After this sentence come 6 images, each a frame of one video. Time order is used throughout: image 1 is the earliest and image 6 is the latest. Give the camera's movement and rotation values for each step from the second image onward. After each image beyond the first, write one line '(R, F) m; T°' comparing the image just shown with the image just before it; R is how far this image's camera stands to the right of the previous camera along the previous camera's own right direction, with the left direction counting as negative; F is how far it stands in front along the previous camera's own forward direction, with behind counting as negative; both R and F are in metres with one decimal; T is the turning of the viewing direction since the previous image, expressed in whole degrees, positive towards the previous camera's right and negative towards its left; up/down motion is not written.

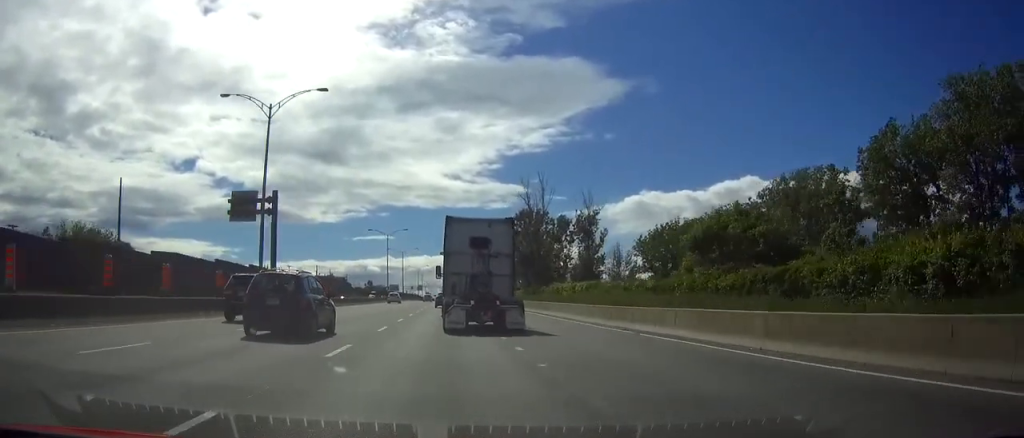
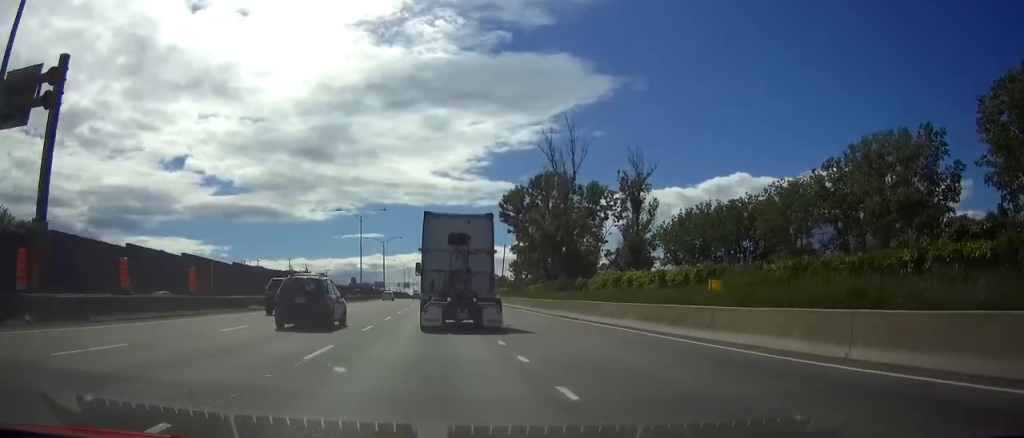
(+0.3, +27.6) m; +1°
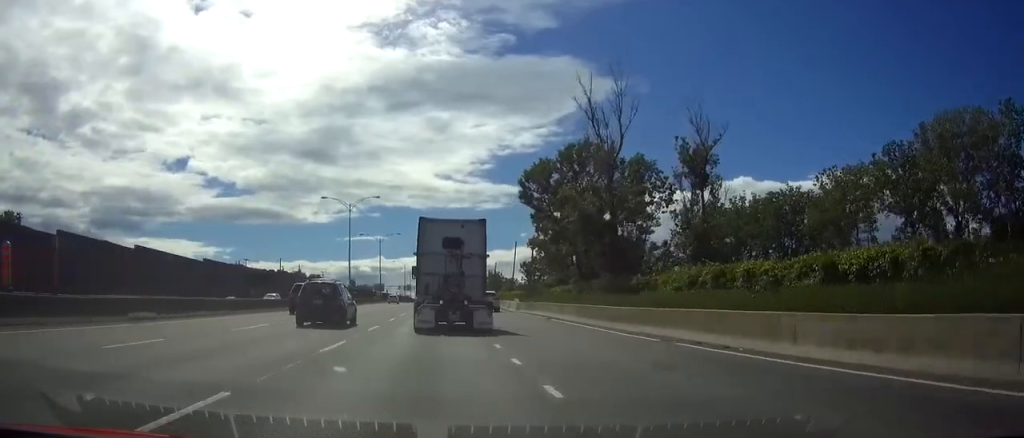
(+0.1, +16.3) m; 0°
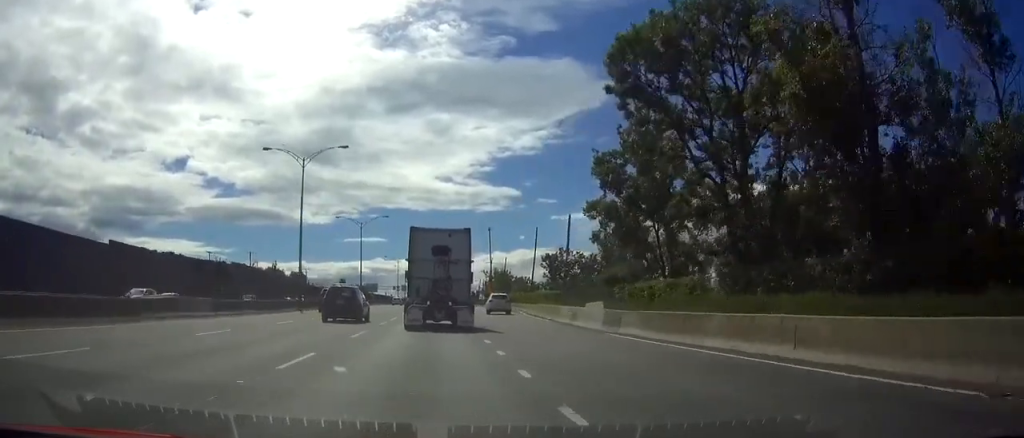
(0.0, +30.4) m; 0°
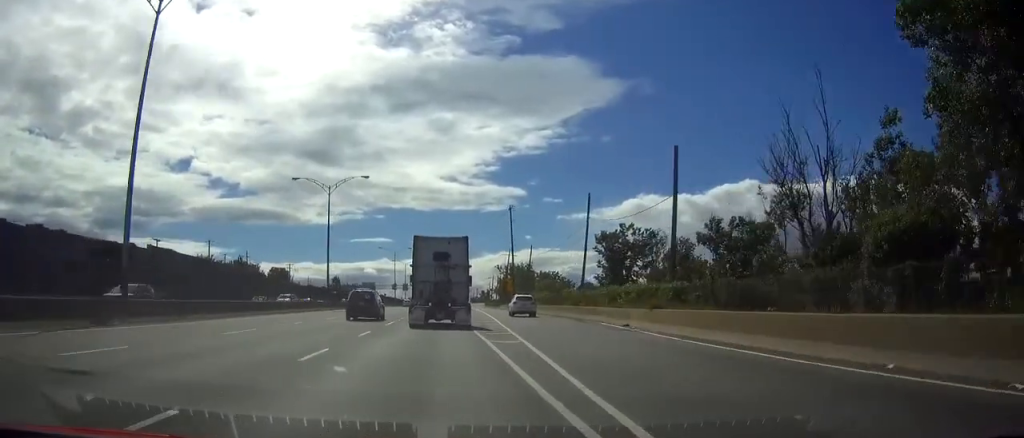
(0.0, +33.6) m; 0°
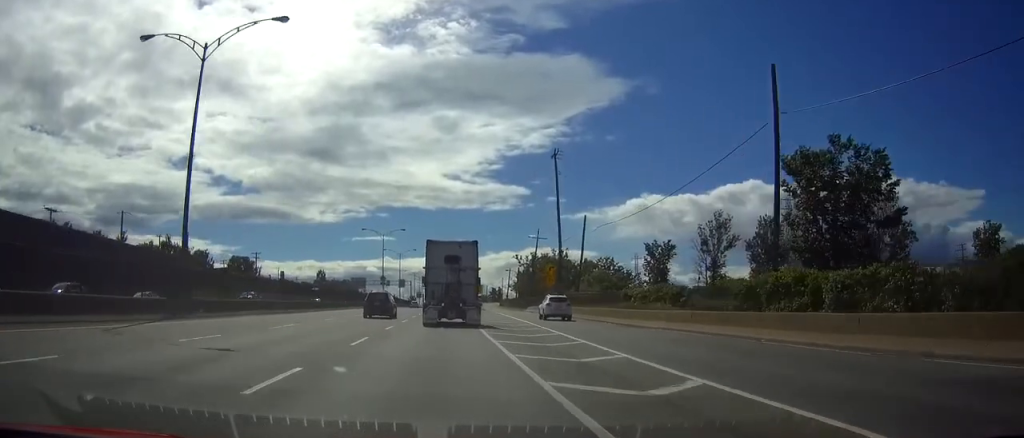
(-0.3, +39.6) m; -1°
